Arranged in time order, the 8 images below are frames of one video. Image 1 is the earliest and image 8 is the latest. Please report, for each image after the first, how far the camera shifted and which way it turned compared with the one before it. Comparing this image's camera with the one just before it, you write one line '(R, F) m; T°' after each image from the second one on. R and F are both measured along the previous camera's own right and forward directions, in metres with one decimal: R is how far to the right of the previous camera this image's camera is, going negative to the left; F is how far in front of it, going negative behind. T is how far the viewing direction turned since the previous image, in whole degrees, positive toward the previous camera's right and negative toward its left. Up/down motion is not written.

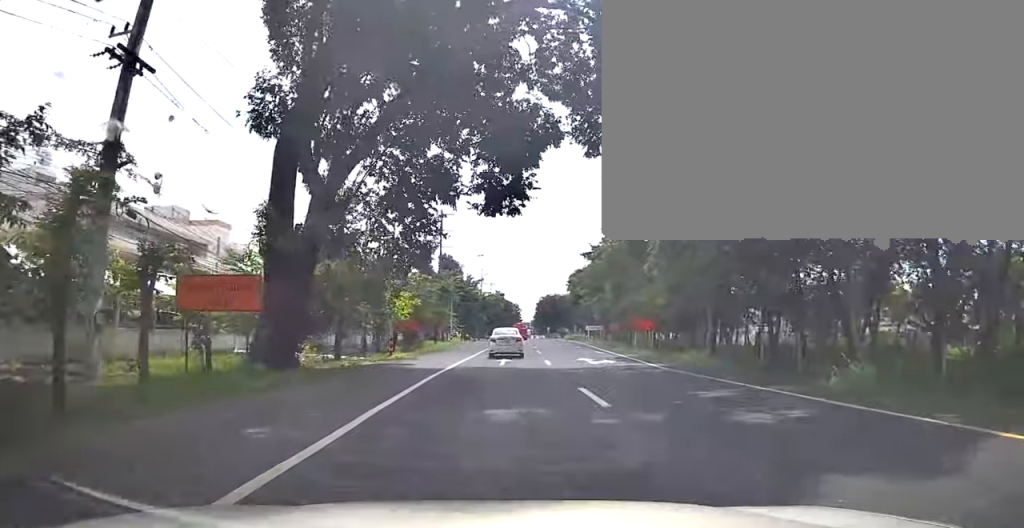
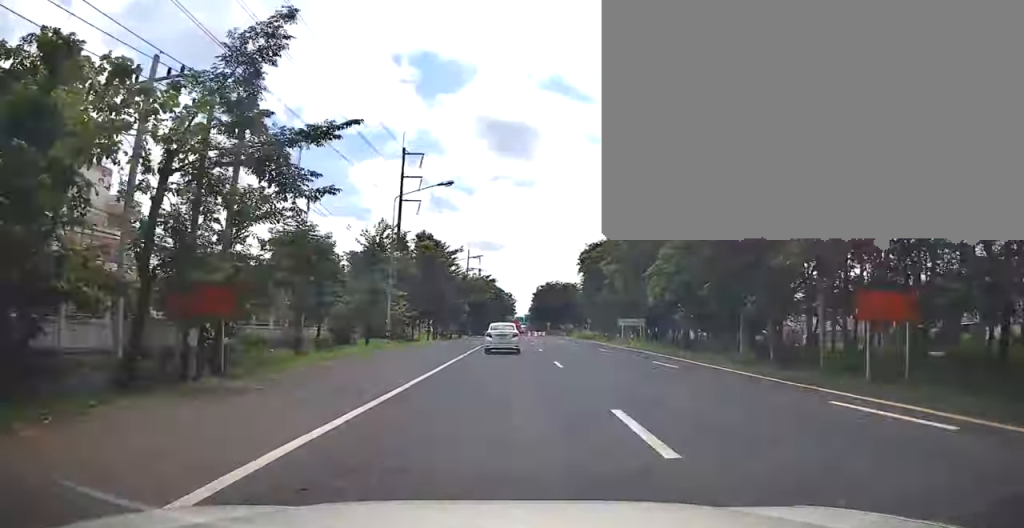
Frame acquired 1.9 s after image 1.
(-0.9, +28.6) m; 0°
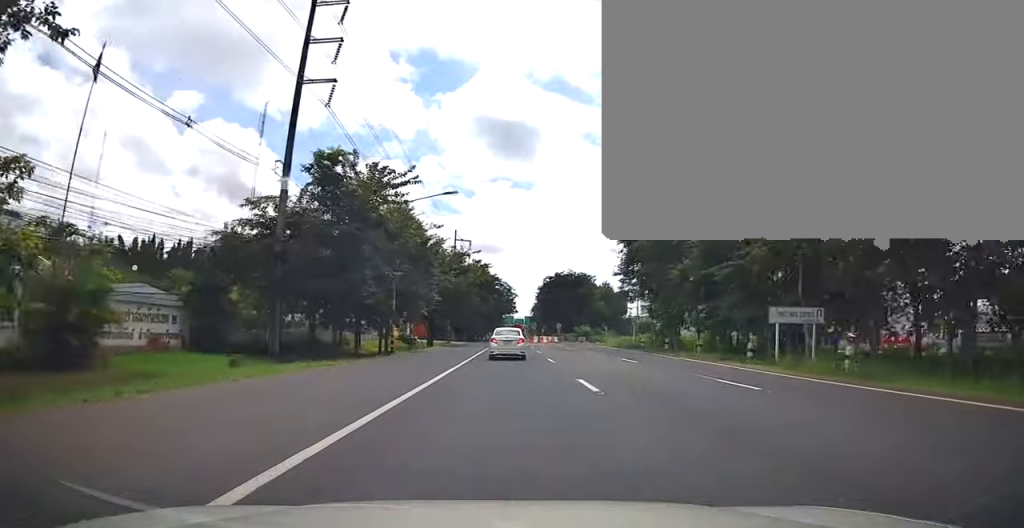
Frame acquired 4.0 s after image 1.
(+0.8, +30.0) m; +1°
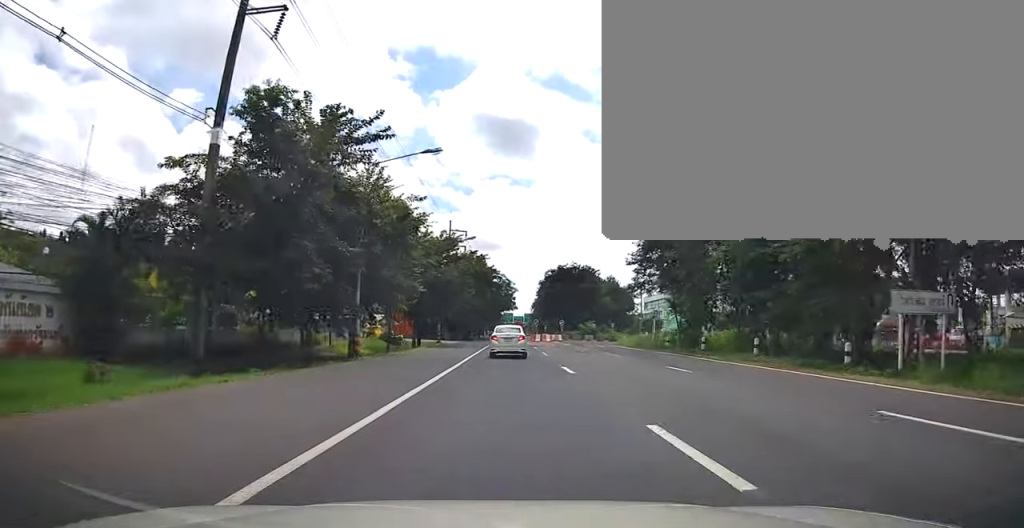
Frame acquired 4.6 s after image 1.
(0.0, +7.4) m; 0°
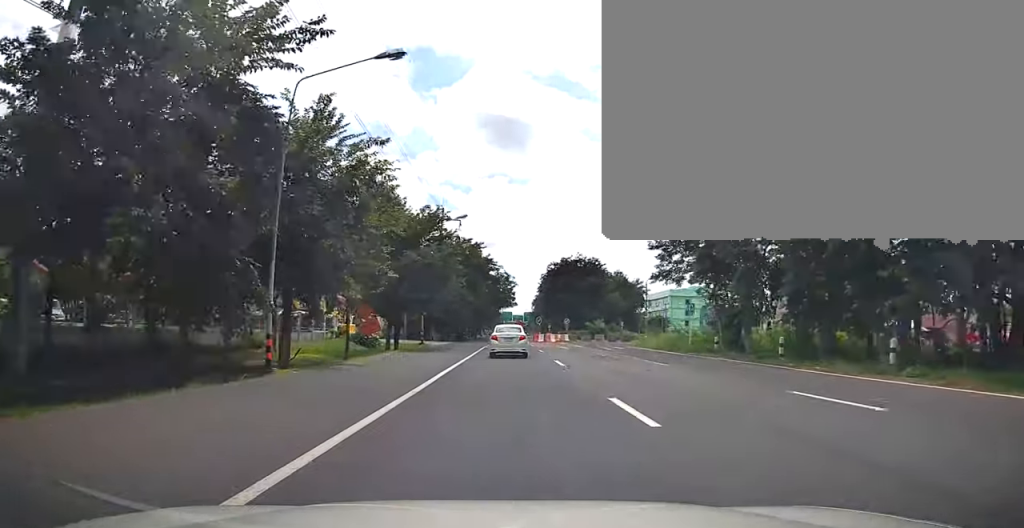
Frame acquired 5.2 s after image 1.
(0.0, +9.2) m; 0°
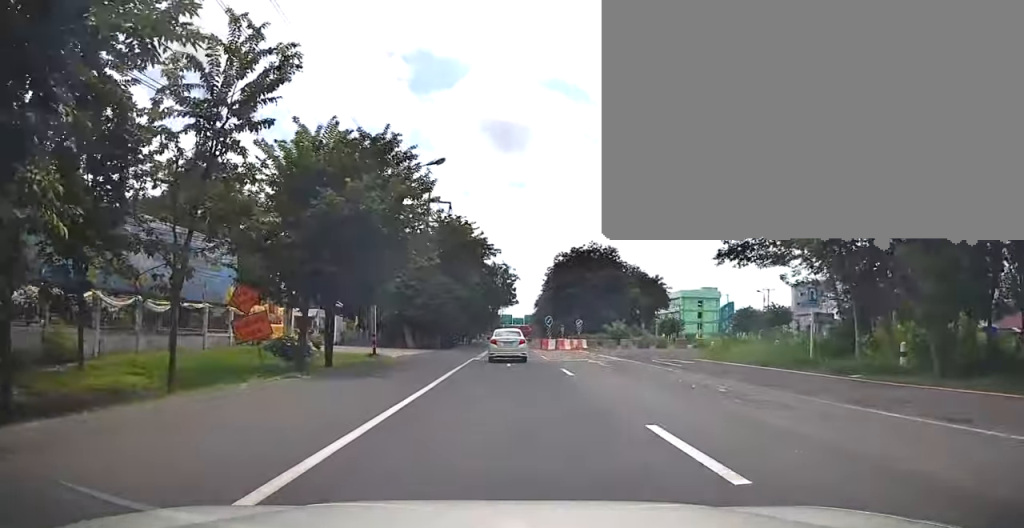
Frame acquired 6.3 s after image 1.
(-0.1, +15.1) m; -1°
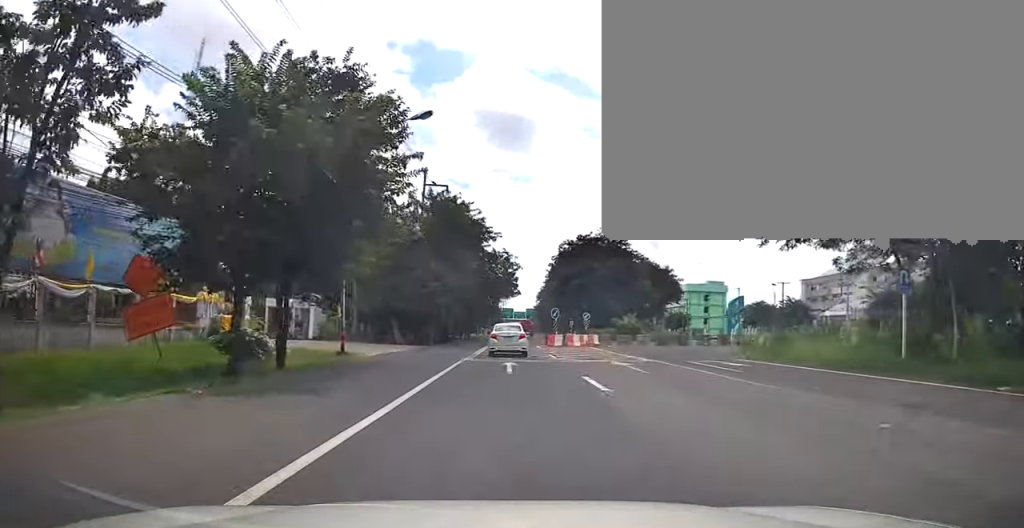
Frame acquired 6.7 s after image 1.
(0.0, +5.6) m; 0°
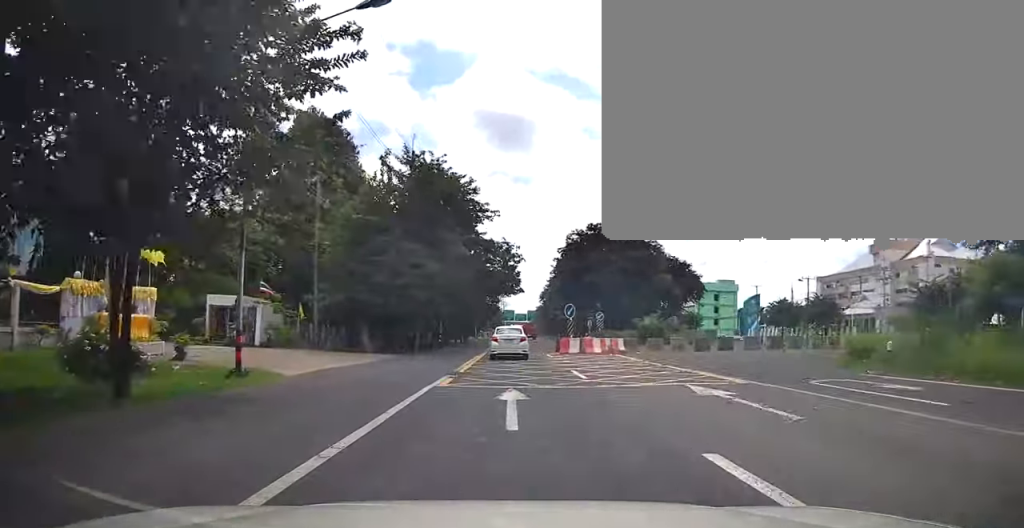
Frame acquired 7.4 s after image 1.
(-0.1, +8.9) m; +1°
